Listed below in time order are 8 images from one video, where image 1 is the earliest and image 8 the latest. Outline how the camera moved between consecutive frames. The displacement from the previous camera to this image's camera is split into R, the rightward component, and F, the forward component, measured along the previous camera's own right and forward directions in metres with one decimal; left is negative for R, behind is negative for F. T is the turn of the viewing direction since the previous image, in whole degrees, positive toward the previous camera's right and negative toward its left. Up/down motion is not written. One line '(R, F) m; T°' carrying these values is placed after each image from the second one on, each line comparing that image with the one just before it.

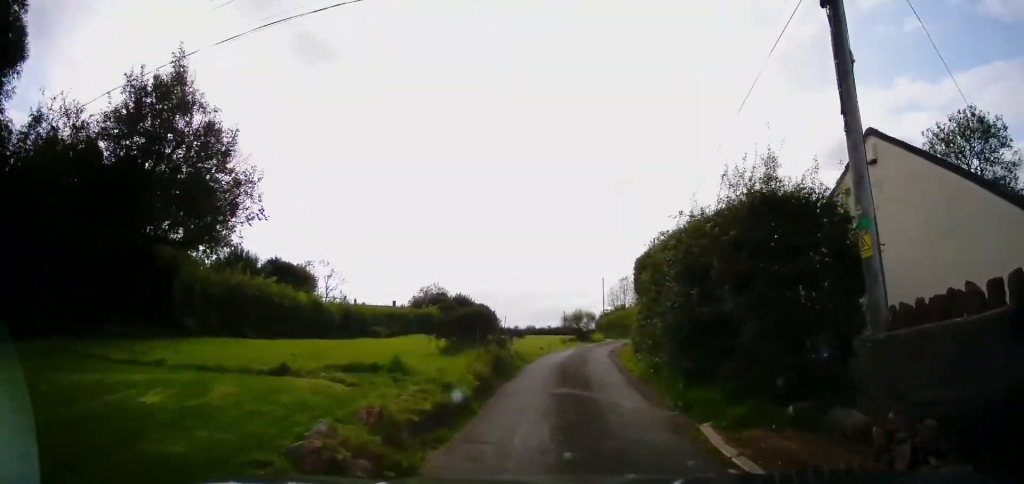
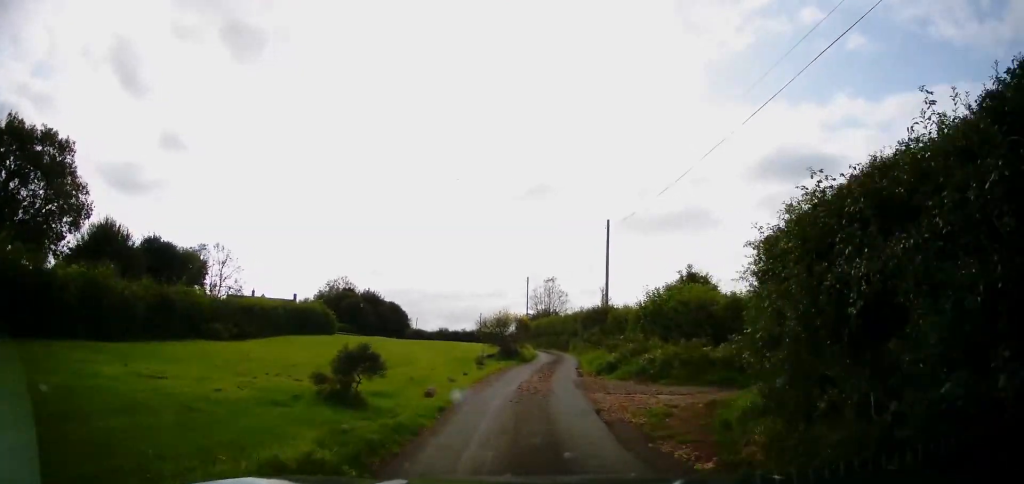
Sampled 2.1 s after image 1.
(+1.6, +14.7) m; +8°
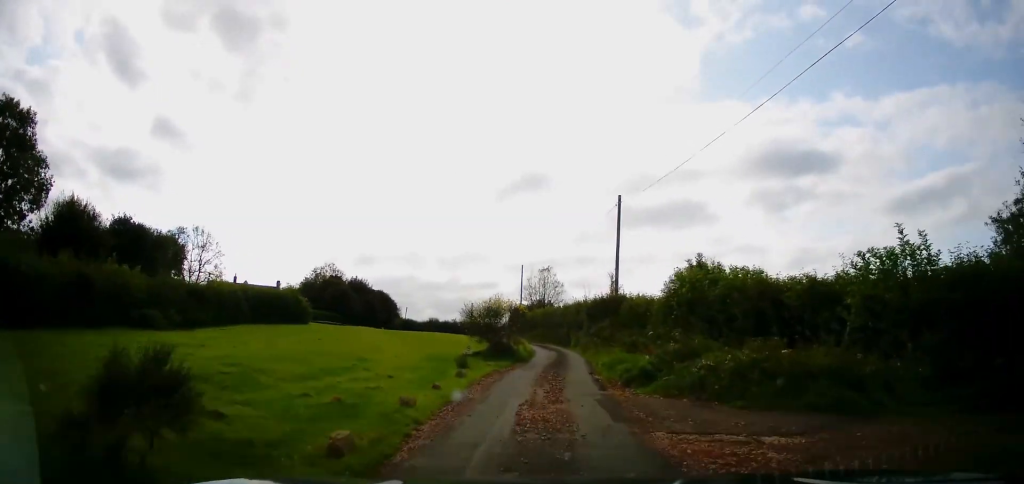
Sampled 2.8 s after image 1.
(-0.1, +5.7) m; 0°
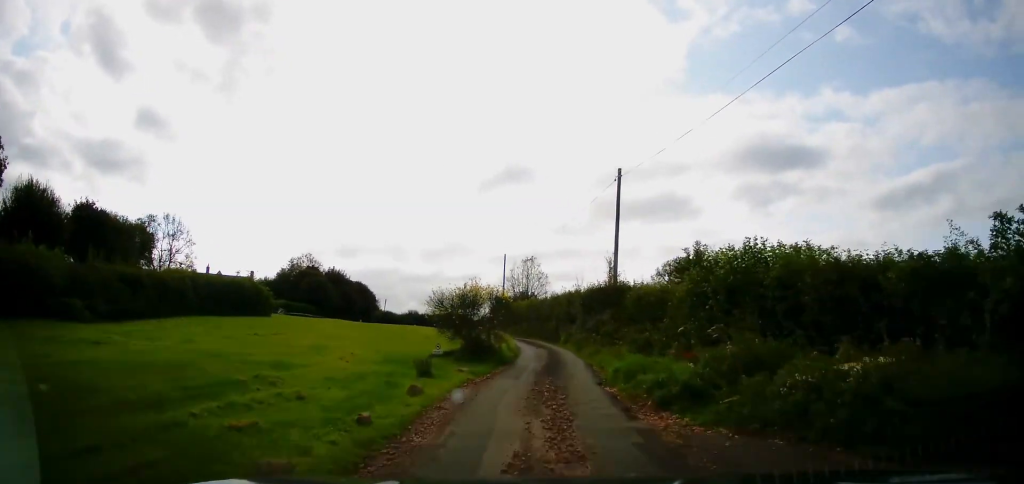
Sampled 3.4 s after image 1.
(0.0, +4.7) m; 0°
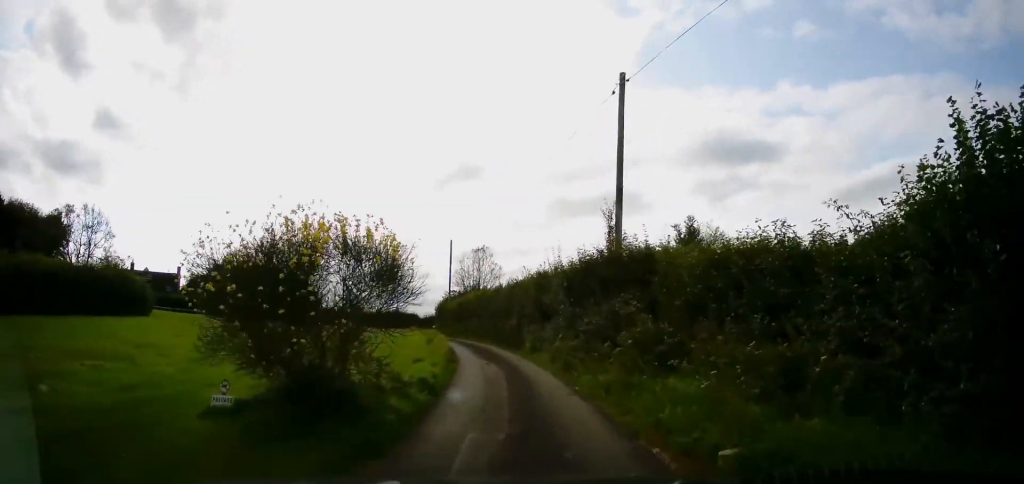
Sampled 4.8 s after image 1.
(+0.1, +11.2) m; +4°
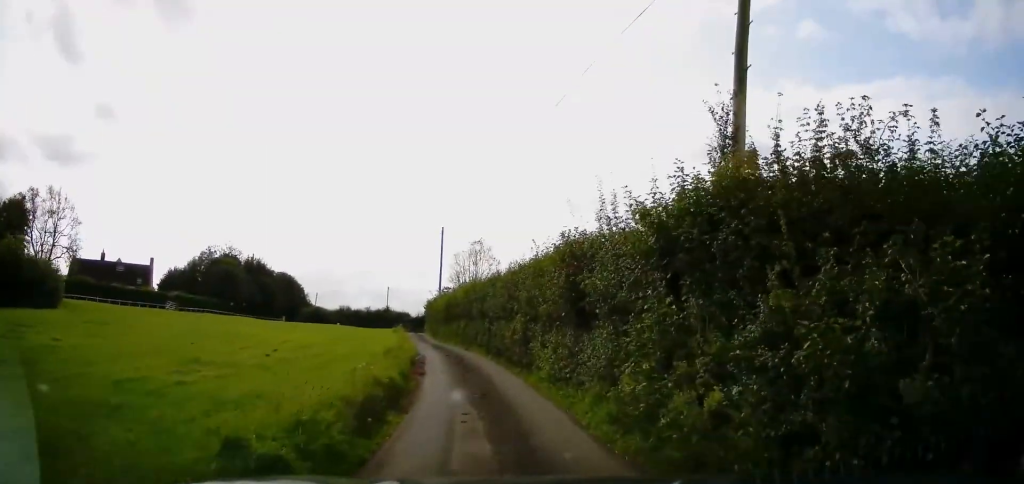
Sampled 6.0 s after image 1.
(+0.5, +9.4) m; +4°
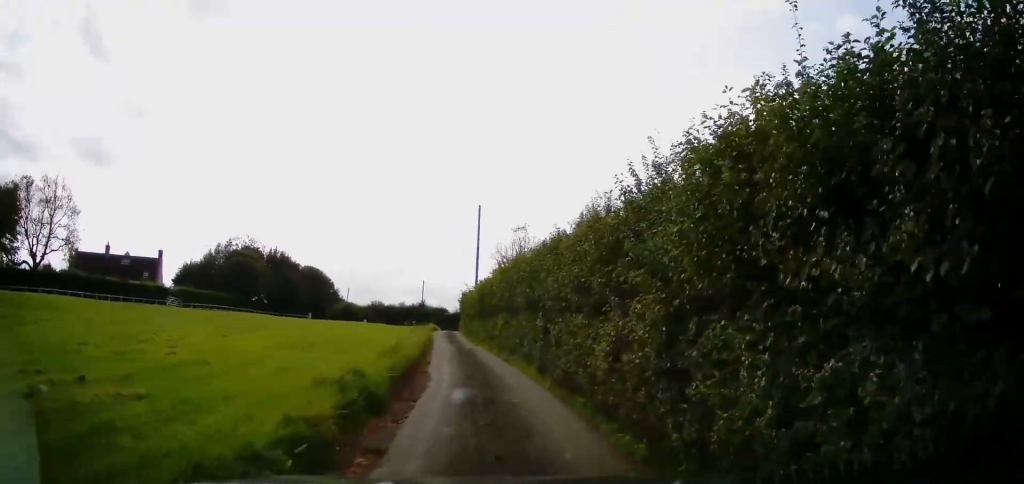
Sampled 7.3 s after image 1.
(-0.4, +10.2) m; -6°
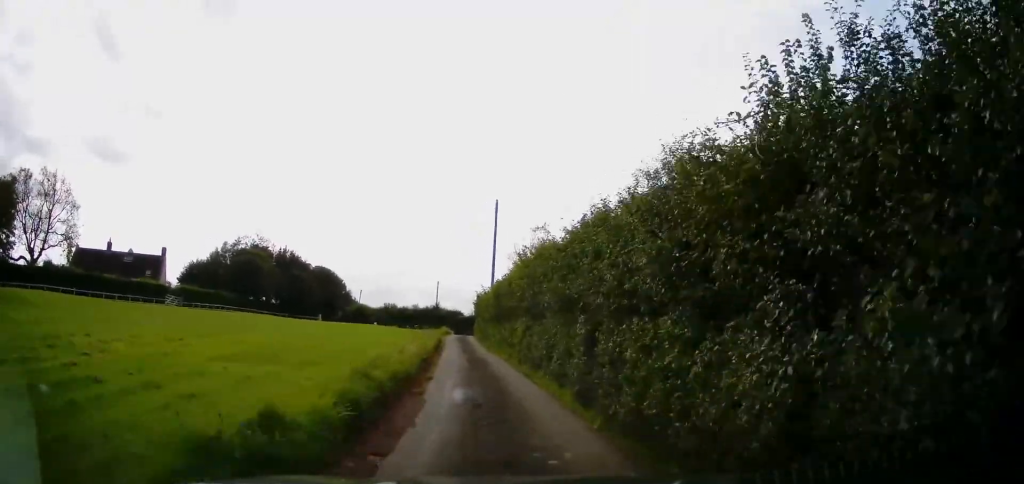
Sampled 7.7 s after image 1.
(-0.2, +3.5) m; -2°
